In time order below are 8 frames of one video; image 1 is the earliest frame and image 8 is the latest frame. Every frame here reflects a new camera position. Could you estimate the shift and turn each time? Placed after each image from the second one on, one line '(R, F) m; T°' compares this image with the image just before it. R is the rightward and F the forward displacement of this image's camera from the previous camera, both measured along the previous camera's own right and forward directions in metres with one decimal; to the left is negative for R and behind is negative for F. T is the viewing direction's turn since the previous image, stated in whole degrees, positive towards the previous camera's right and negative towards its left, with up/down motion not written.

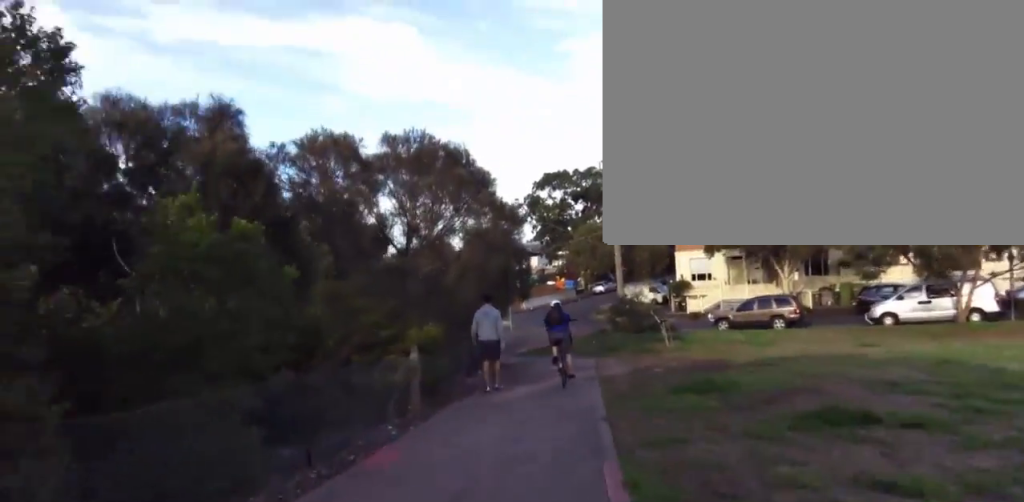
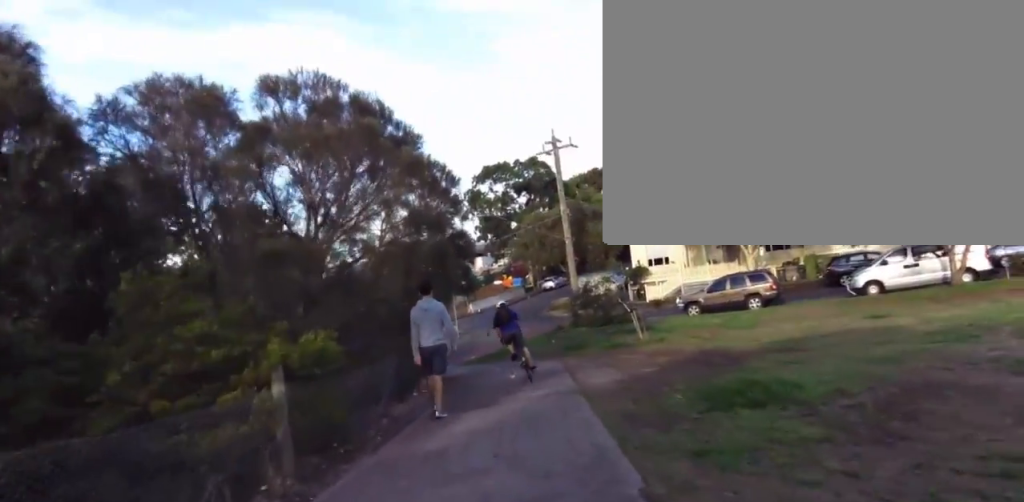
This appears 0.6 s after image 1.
(-0.2, +3.7) m; +2°
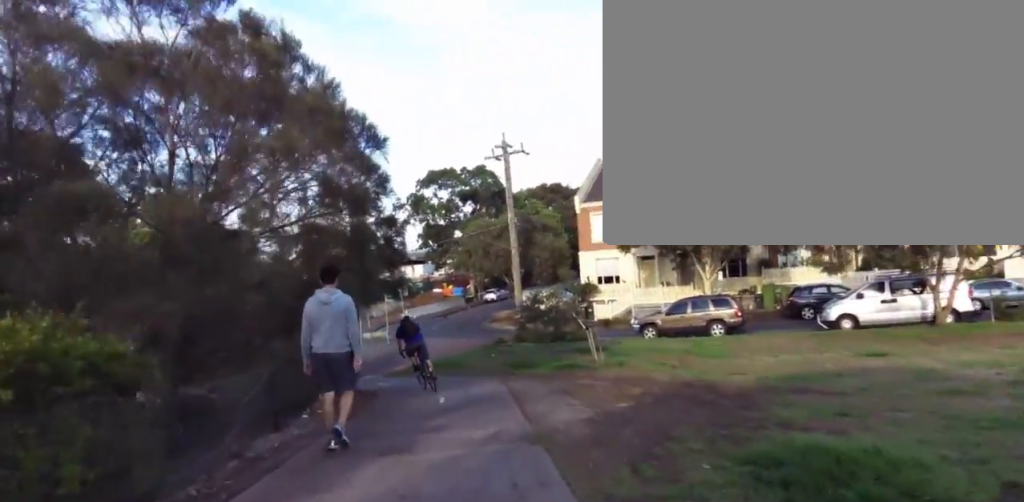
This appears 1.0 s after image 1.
(+0.2, +3.0) m; 0°
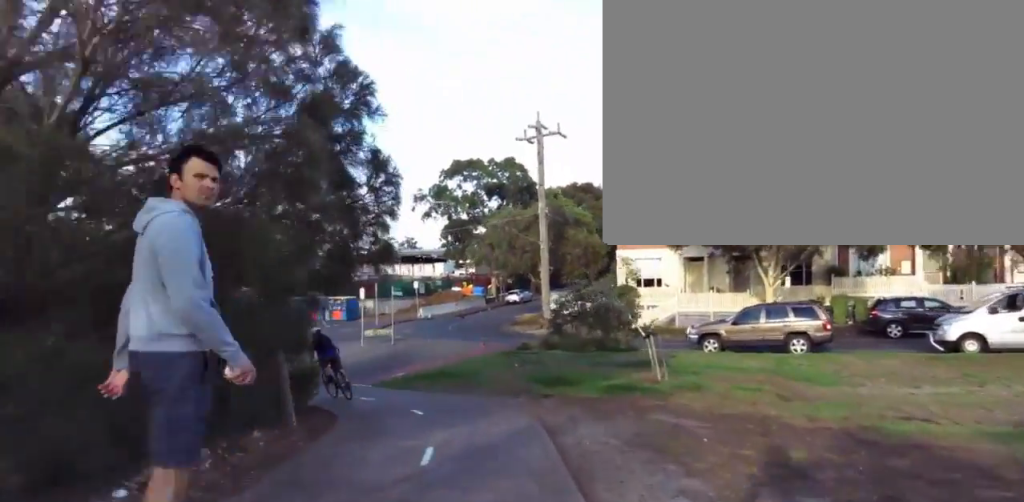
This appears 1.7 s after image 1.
(+0.3, +4.9) m; 0°
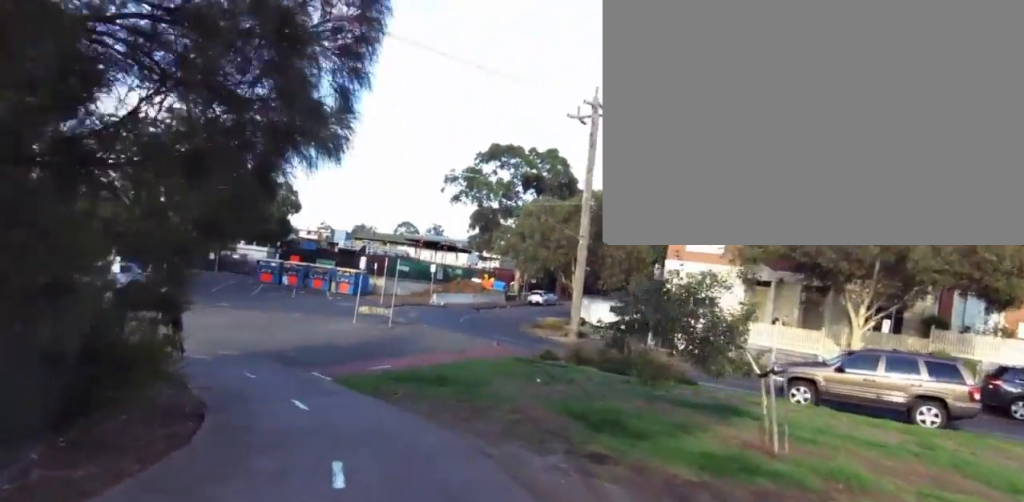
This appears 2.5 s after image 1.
(-0.4, +5.1) m; 0°
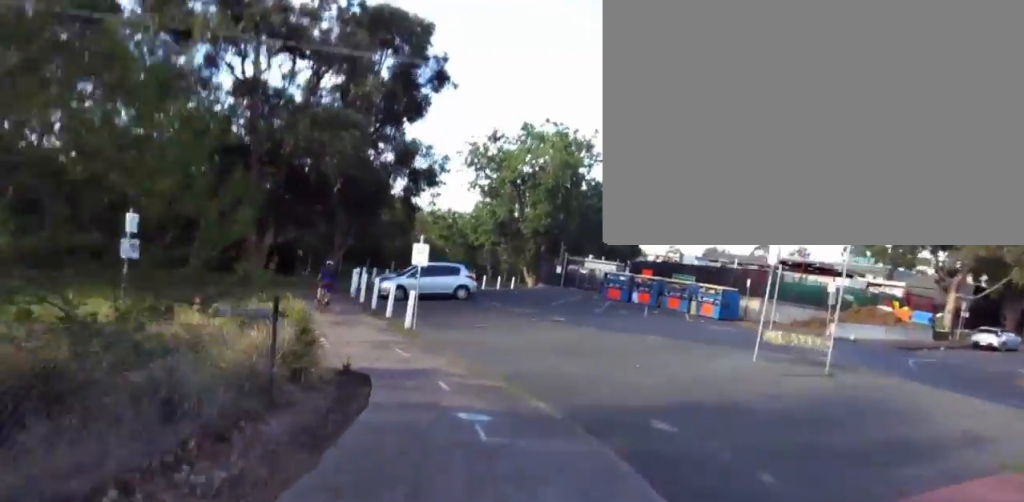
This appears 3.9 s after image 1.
(-0.5, +10.5) m; -19°
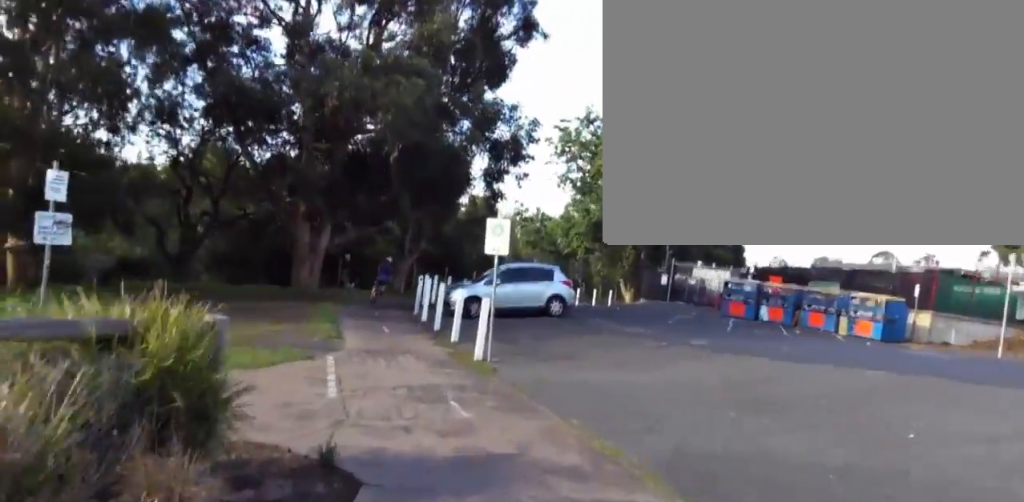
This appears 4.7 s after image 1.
(-0.9, +6.0) m; -23°
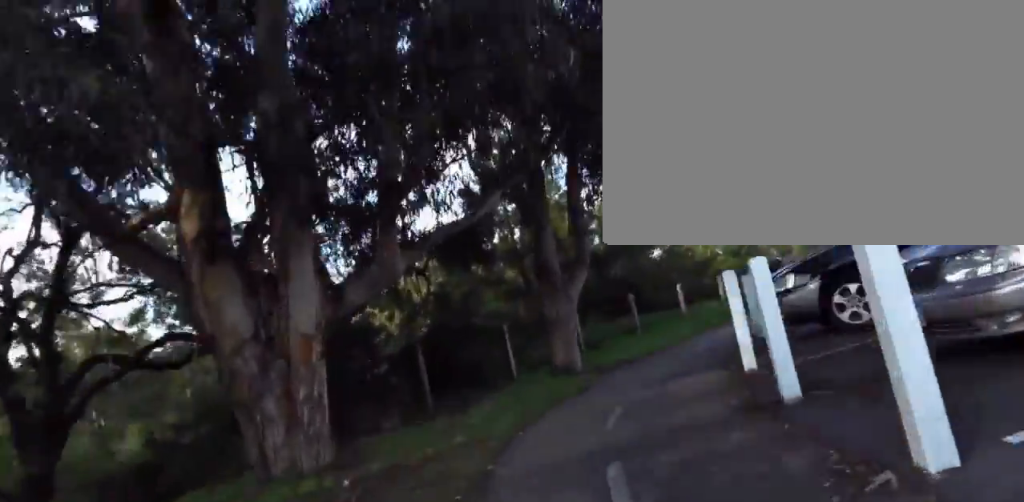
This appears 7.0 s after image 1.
(-3.3, +18.4) m; -2°
